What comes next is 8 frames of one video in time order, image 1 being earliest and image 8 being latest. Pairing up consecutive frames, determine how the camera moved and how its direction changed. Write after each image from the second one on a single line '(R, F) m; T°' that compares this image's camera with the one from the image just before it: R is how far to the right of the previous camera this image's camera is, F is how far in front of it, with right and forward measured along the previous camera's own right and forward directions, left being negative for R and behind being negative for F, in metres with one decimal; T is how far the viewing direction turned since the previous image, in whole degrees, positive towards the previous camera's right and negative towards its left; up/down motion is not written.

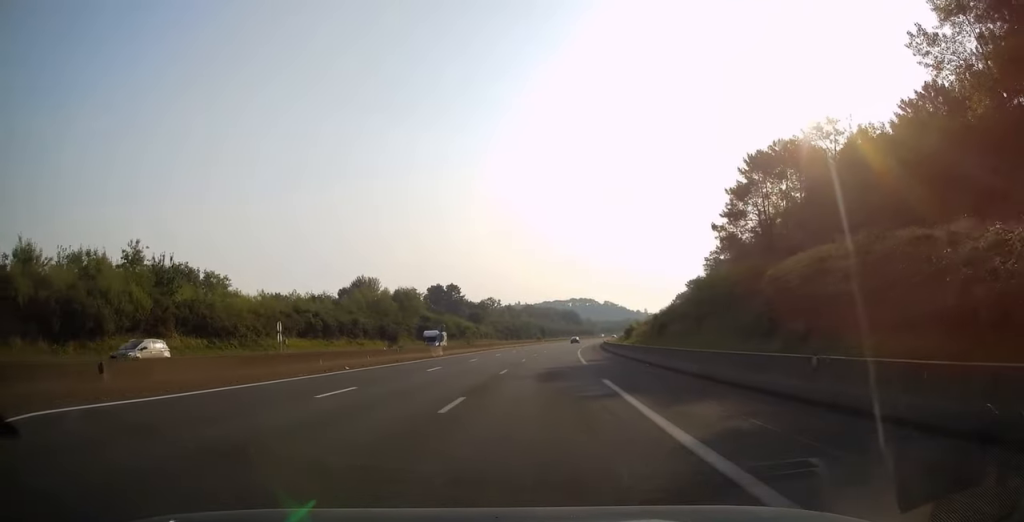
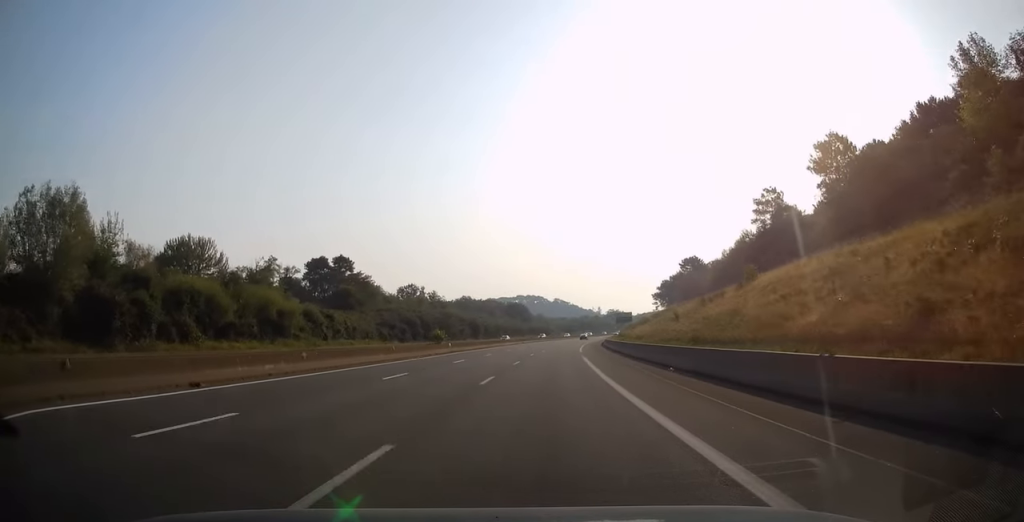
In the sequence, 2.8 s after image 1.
(+4.6, +84.2) m; +6°
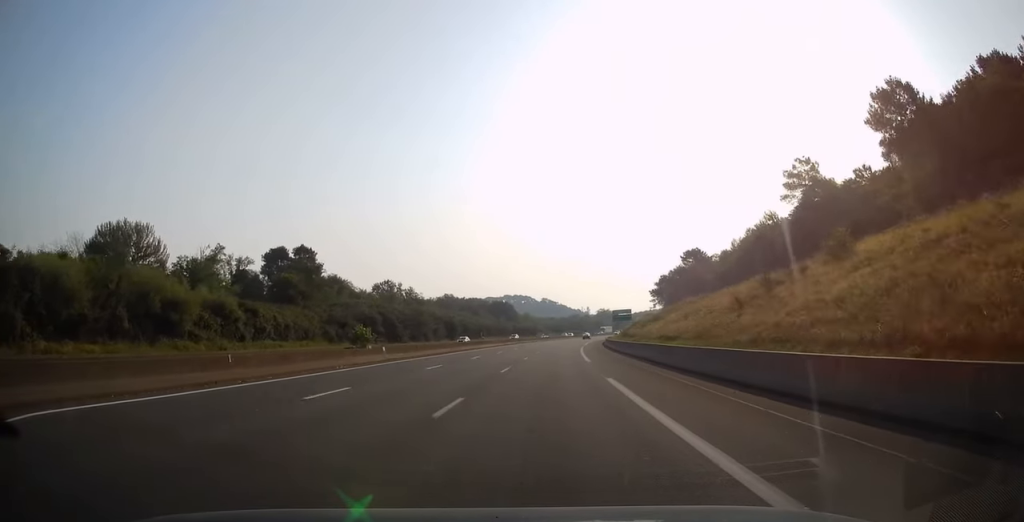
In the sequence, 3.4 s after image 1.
(+0.1, +20.0) m; +1°
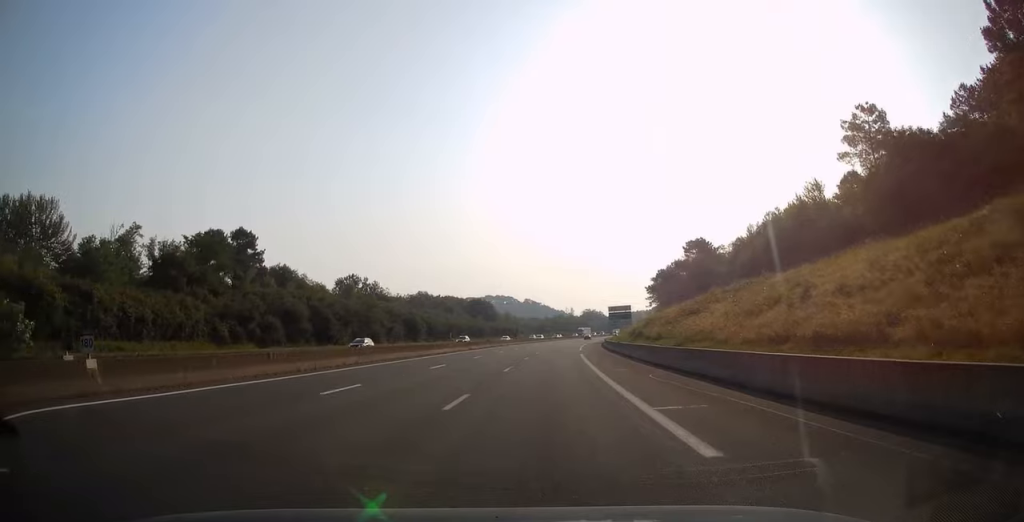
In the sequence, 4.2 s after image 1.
(+0.3, +24.5) m; +2°
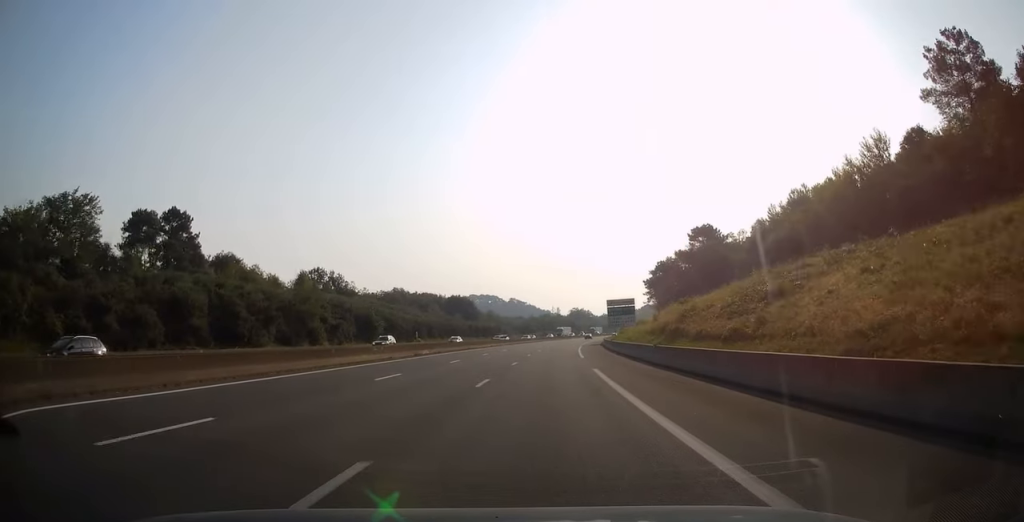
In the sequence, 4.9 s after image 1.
(+0.3, +21.0) m; +1°
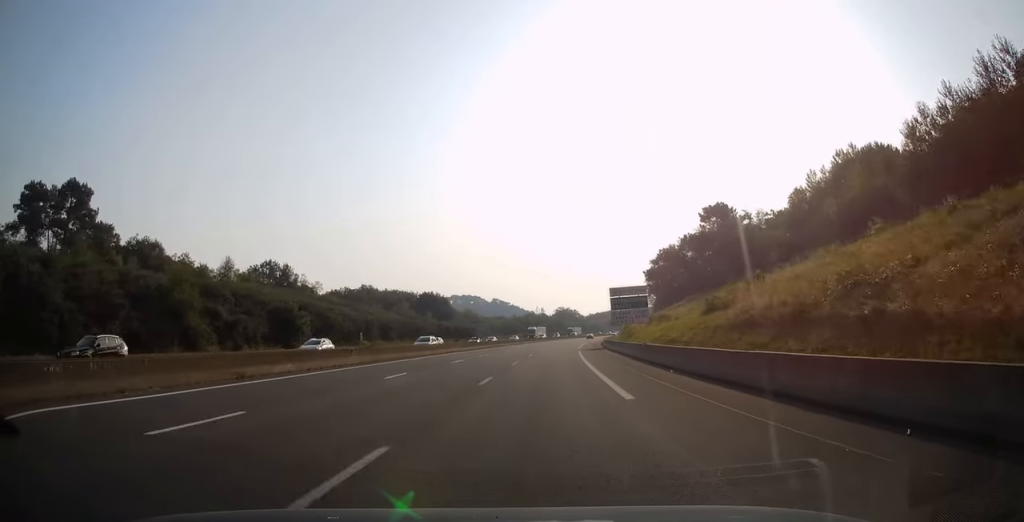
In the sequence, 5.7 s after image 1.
(+0.3, +24.6) m; +1°
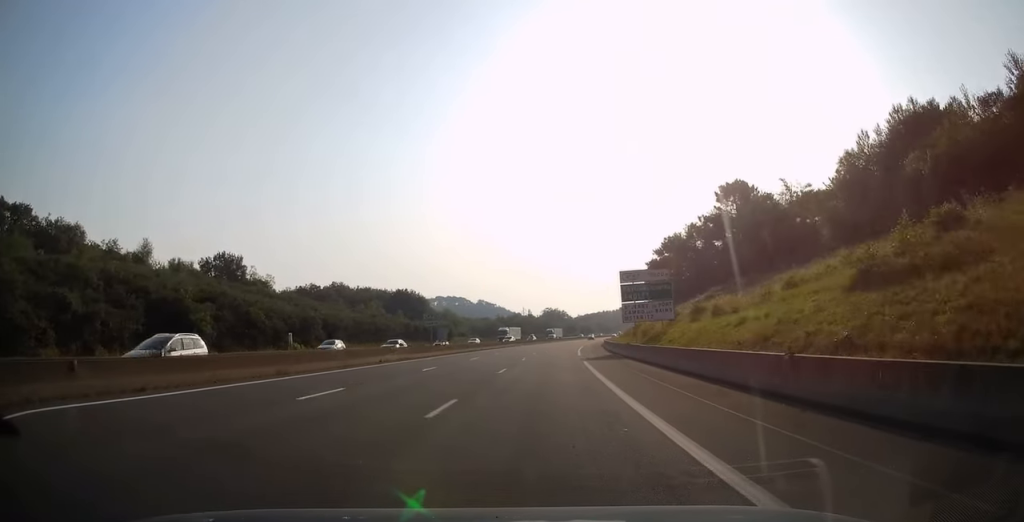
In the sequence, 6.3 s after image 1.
(+0.1, +20.0) m; +1°
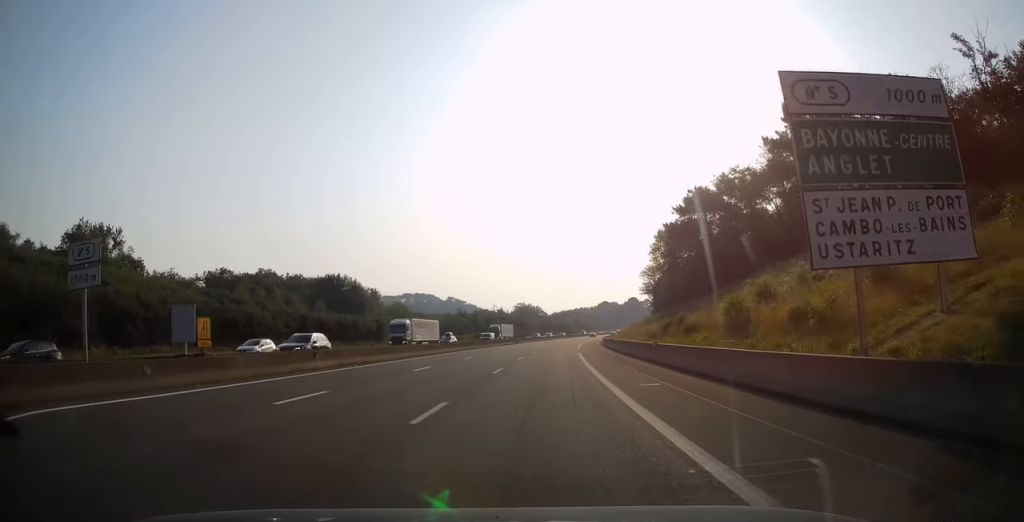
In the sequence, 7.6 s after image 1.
(+0.9, +39.9) m; +3°
